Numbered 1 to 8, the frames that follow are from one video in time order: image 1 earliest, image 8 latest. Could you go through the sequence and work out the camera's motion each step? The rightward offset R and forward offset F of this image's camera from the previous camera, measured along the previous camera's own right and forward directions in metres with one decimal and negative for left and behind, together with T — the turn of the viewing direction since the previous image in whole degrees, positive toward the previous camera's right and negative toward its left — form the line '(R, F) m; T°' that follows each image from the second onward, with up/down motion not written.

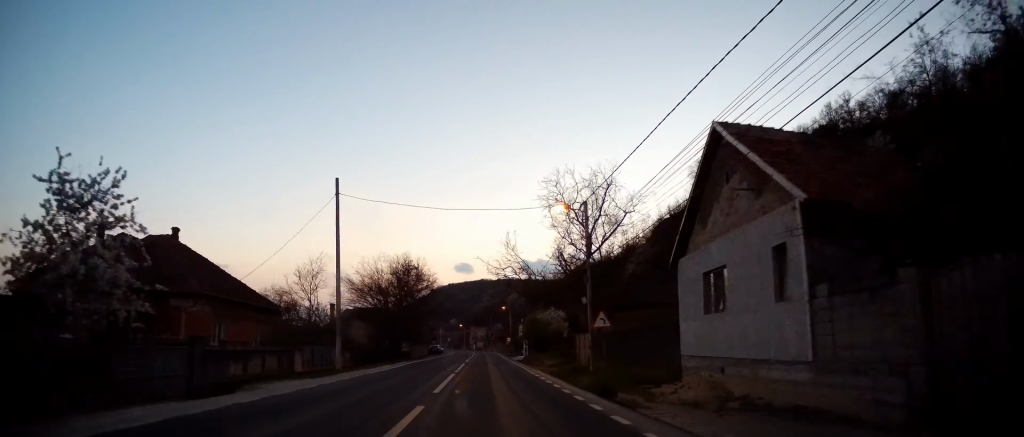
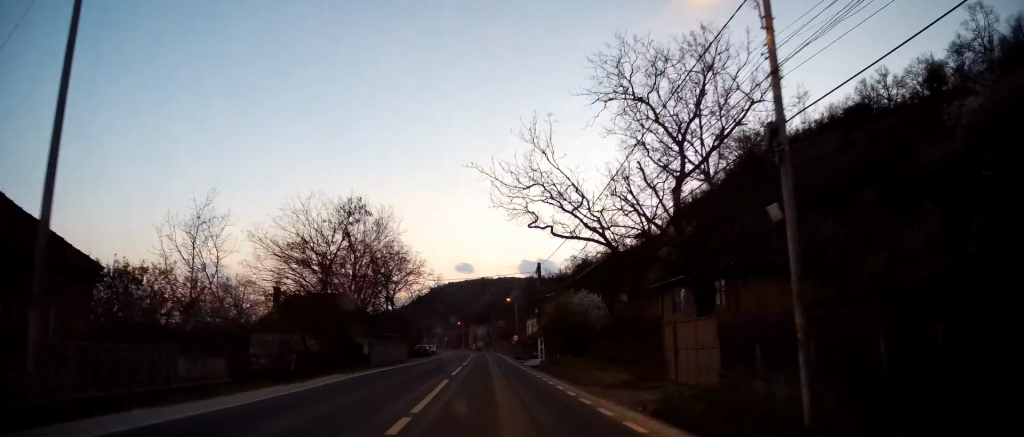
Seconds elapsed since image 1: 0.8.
(-0.4, +17.2) m; 0°
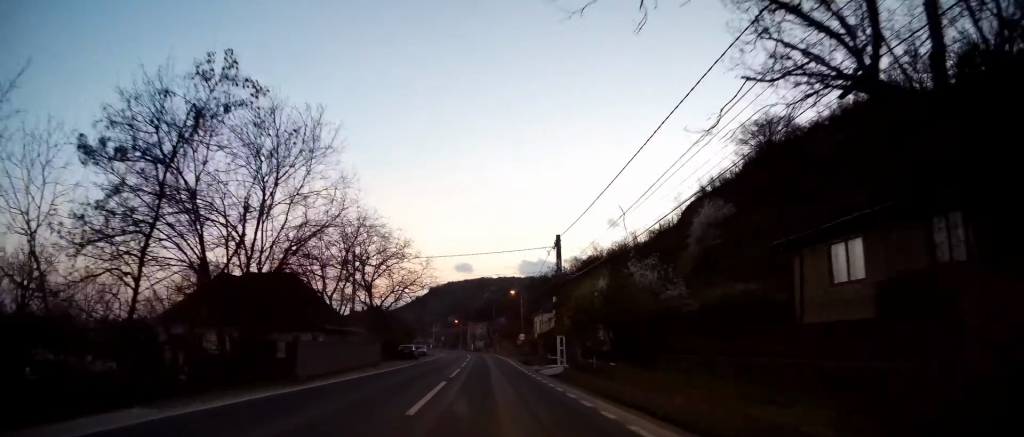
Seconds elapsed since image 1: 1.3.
(+0.2, +12.7) m; +1°
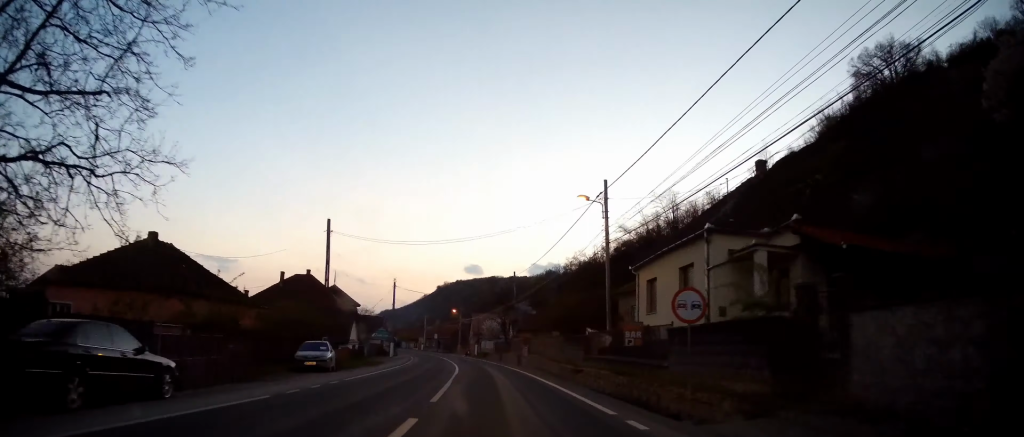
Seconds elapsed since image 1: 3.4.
(0.0, +45.8) m; -1°
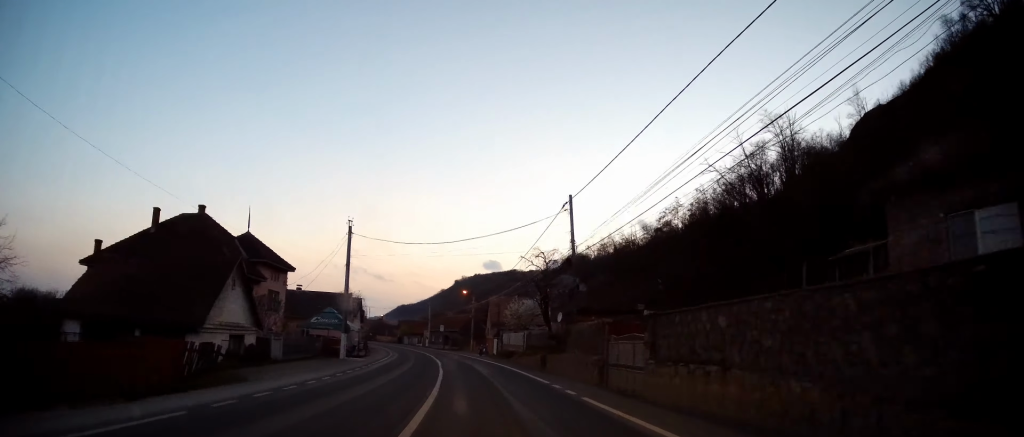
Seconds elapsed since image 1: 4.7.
(+0.2, +27.4) m; -1°
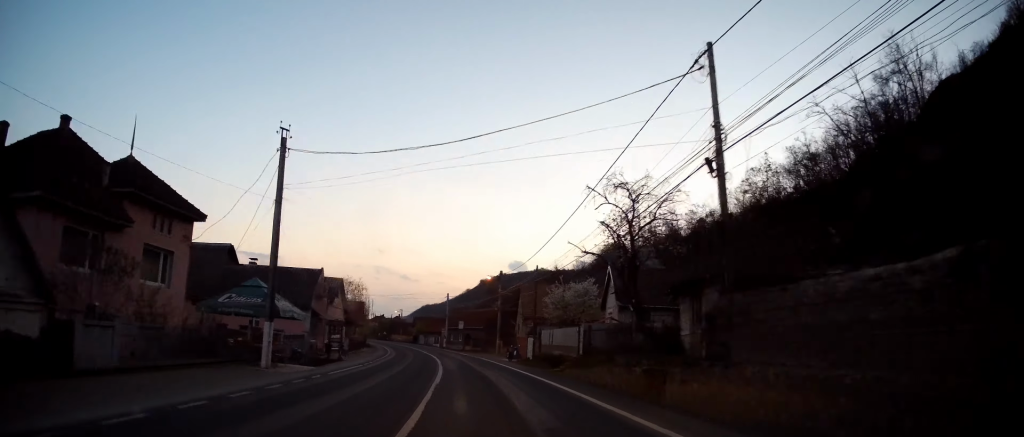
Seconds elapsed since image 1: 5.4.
(-0.5, +15.7) m; -2°
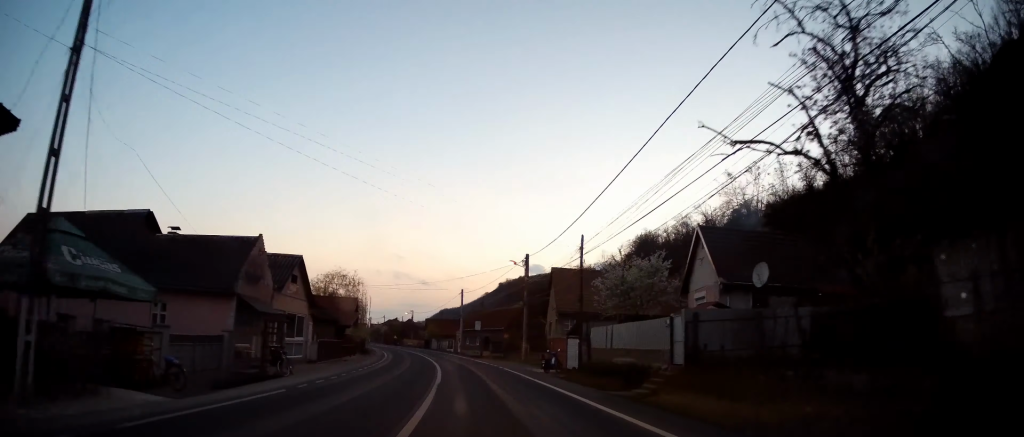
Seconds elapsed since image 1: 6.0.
(-0.3, +12.0) m; -2°
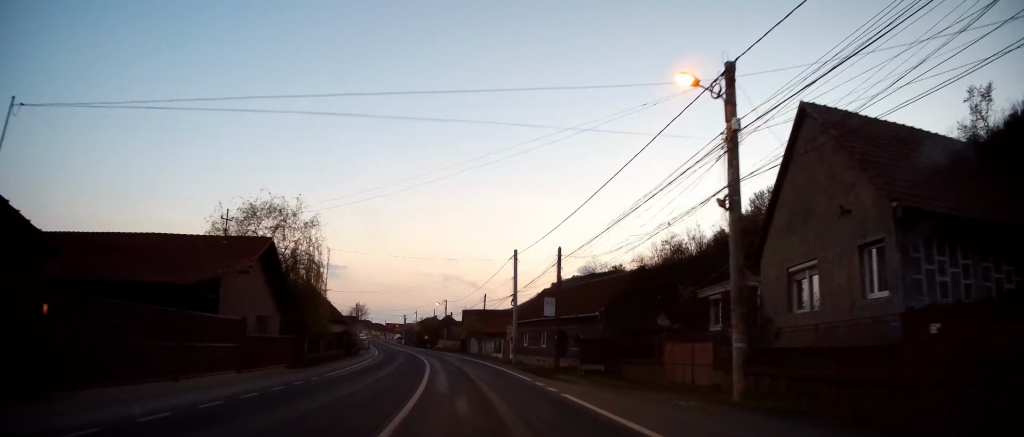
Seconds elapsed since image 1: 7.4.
(-1.1, +30.0) m; -6°
